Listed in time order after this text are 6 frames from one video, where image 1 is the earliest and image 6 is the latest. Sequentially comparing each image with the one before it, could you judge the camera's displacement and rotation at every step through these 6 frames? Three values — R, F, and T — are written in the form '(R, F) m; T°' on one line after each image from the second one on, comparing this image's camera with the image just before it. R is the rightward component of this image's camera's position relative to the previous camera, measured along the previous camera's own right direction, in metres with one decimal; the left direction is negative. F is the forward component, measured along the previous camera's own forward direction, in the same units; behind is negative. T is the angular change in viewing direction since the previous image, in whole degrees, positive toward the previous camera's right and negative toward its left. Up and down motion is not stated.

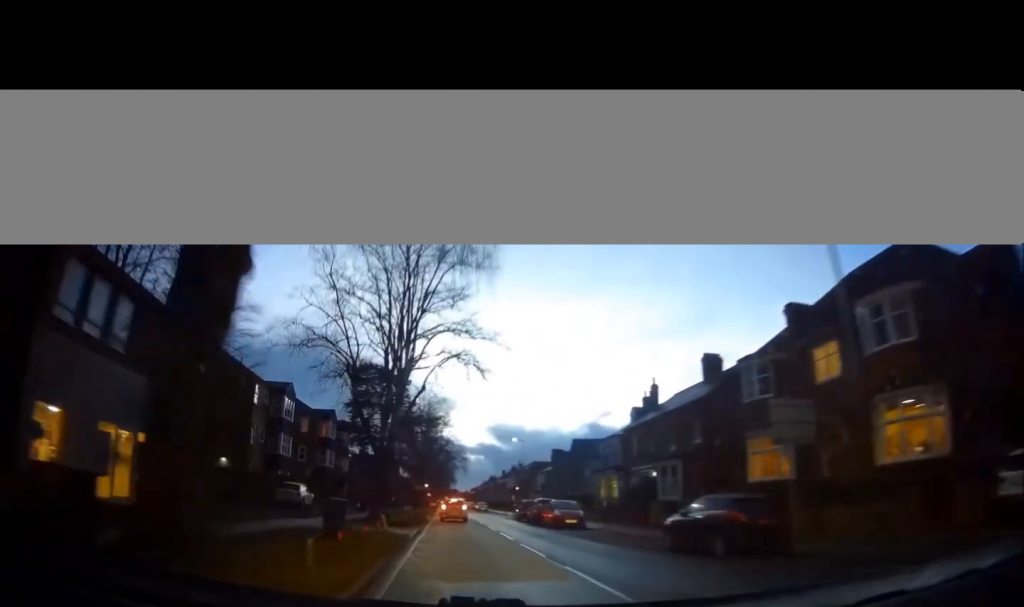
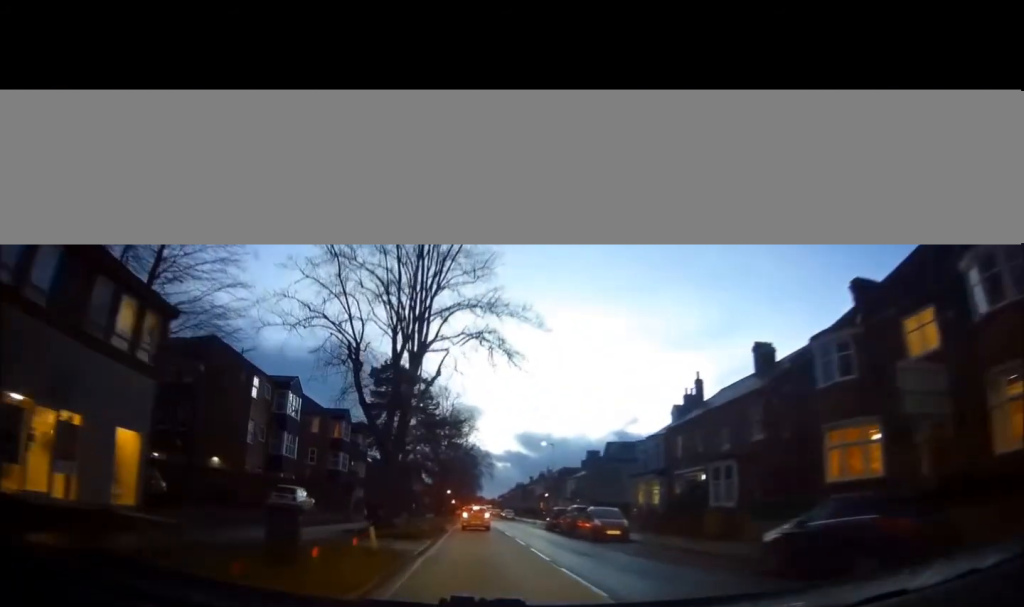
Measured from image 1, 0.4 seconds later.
(0.0, +4.0) m; -3°
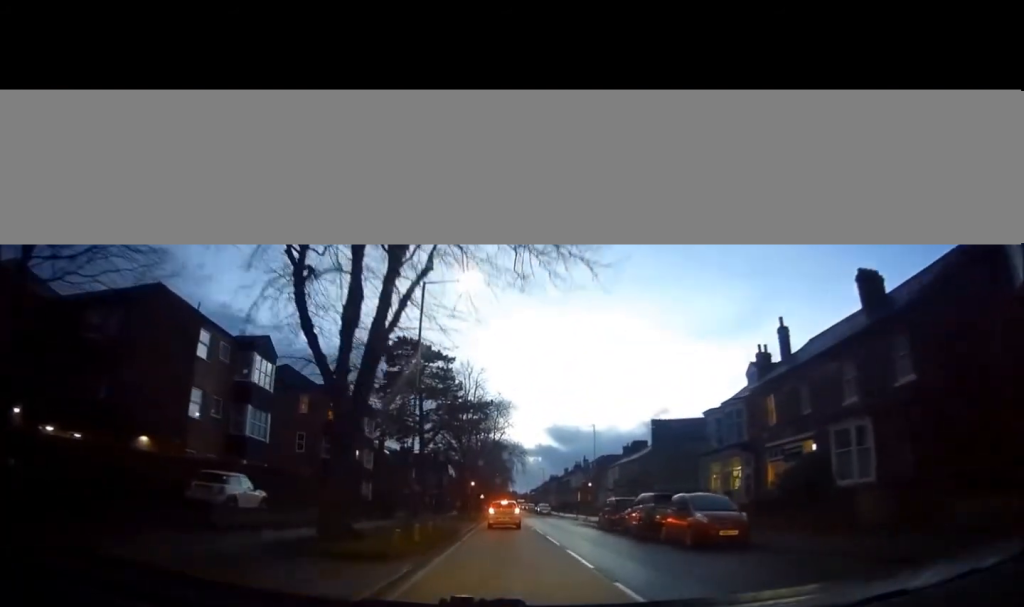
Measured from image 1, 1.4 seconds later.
(-0.5, +9.3) m; -3°
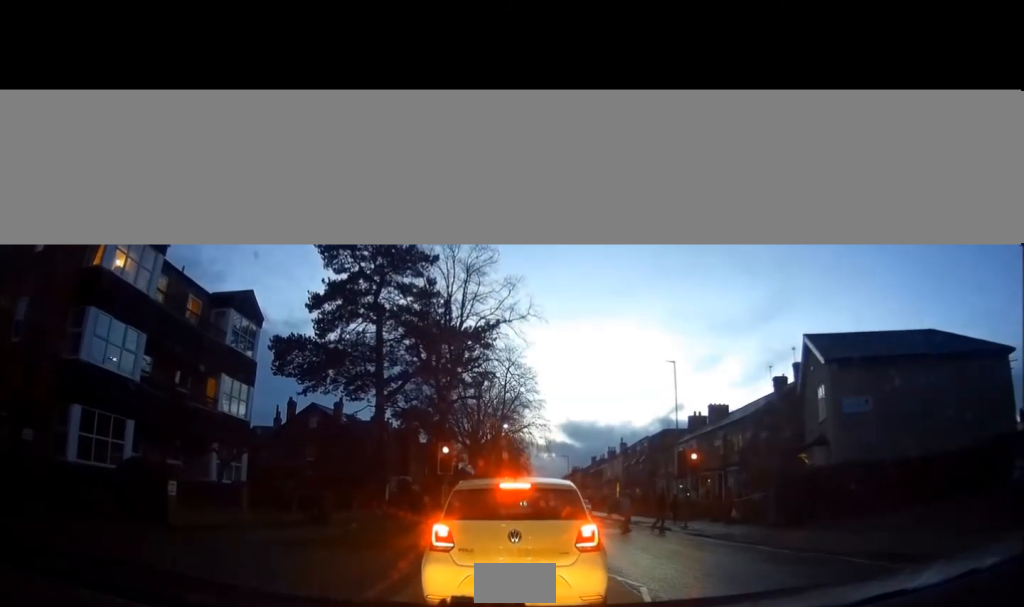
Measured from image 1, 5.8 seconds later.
(-0.2, +24.7) m; -1°
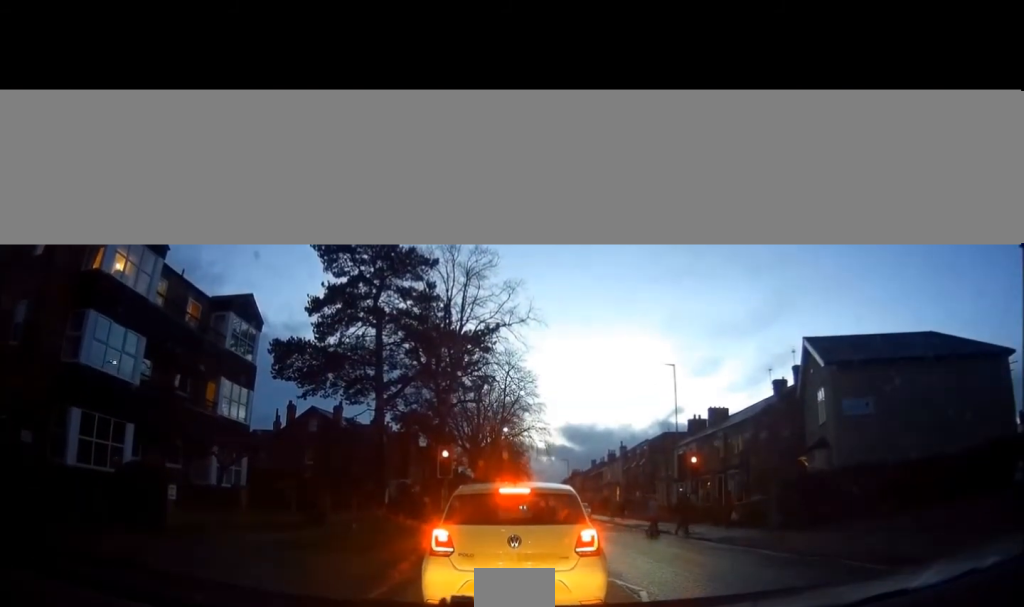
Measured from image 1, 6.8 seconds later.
(+0.2, -0.2) m; 0°
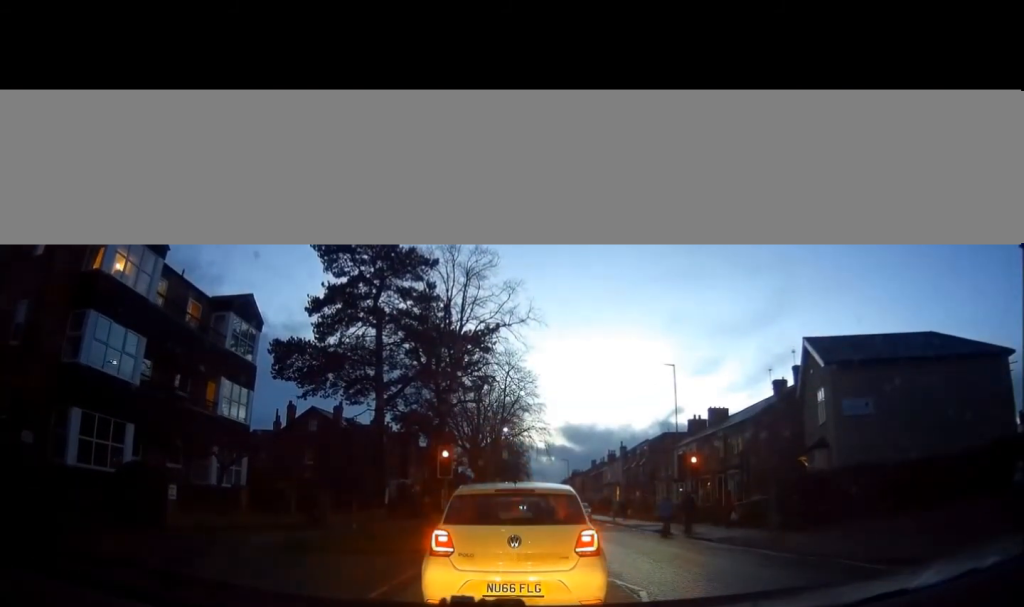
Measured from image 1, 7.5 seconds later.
(0.0, 0.0) m; 0°
